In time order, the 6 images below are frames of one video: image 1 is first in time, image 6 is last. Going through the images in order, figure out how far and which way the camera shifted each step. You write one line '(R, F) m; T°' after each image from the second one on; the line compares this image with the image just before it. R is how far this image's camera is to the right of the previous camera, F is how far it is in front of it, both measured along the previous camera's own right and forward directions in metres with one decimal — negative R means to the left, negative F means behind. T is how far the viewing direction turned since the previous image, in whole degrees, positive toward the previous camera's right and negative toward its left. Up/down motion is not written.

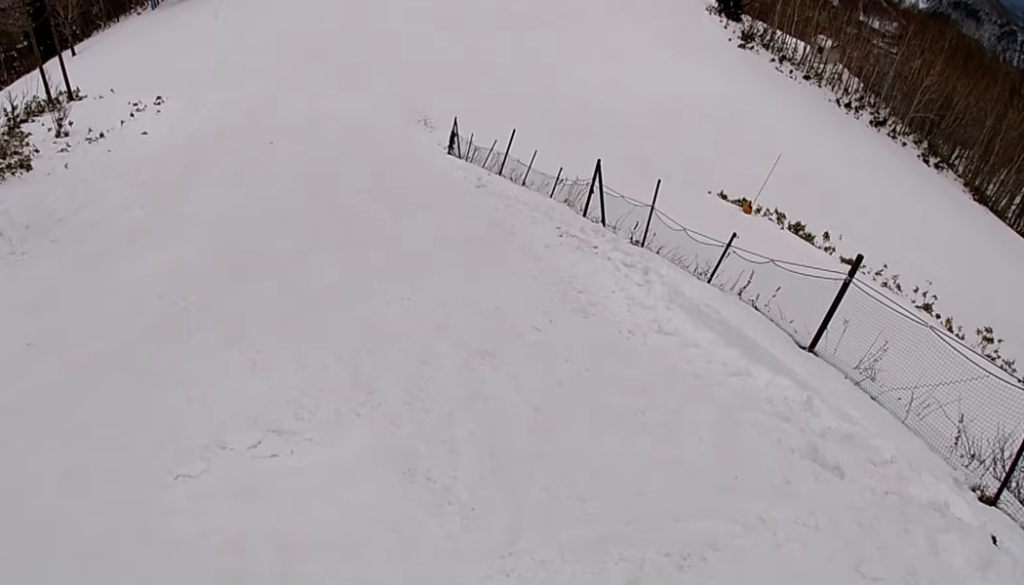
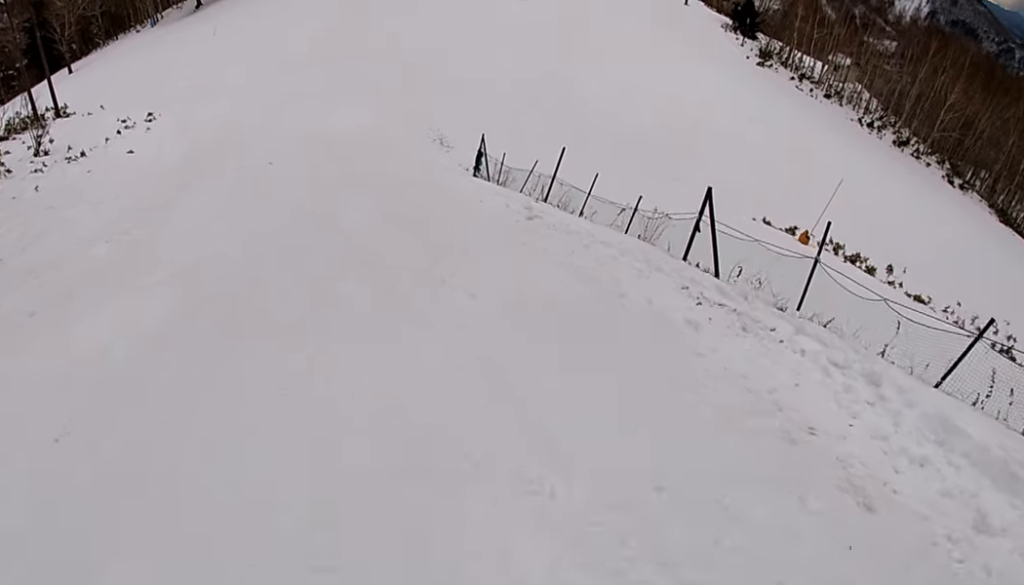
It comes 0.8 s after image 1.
(+0.1, +5.8) m; +6°
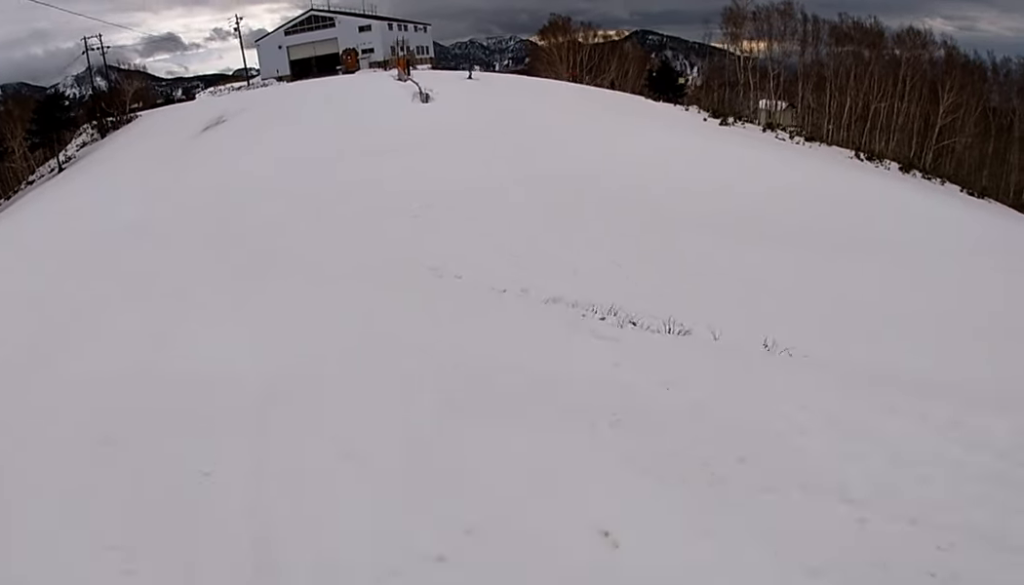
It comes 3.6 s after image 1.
(+2.9, +28.3) m; +20°
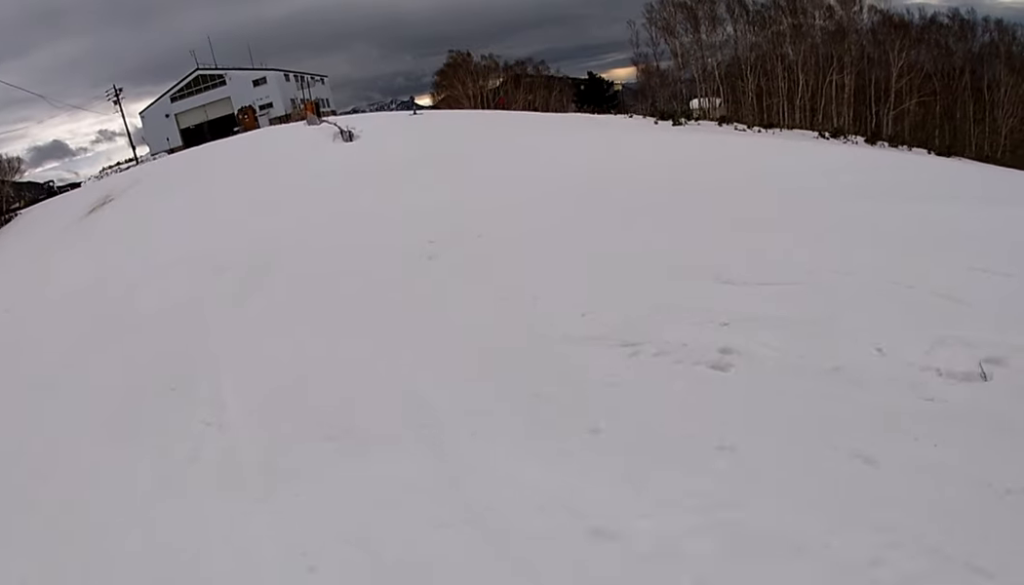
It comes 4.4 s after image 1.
(+2.0, +8.2) m; +11°
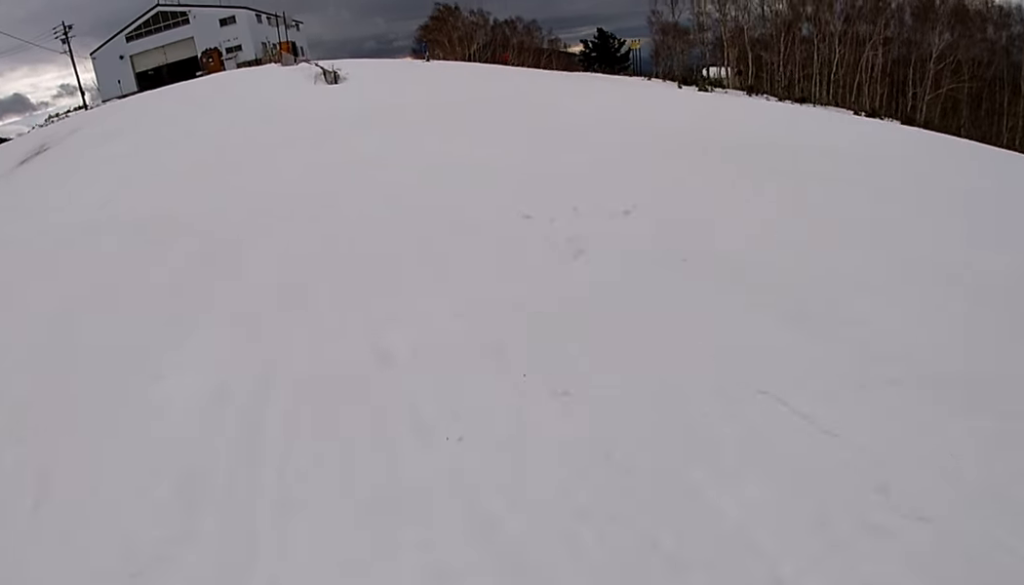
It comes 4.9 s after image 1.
(+0.3, +6.0) m; +3°
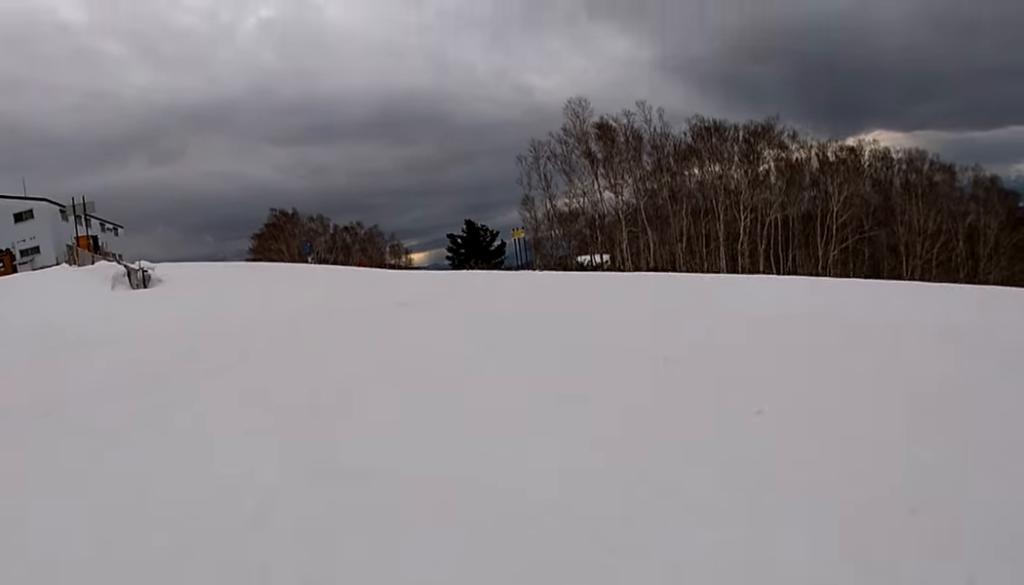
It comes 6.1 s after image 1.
(0.0, +11.0) m; -1°
